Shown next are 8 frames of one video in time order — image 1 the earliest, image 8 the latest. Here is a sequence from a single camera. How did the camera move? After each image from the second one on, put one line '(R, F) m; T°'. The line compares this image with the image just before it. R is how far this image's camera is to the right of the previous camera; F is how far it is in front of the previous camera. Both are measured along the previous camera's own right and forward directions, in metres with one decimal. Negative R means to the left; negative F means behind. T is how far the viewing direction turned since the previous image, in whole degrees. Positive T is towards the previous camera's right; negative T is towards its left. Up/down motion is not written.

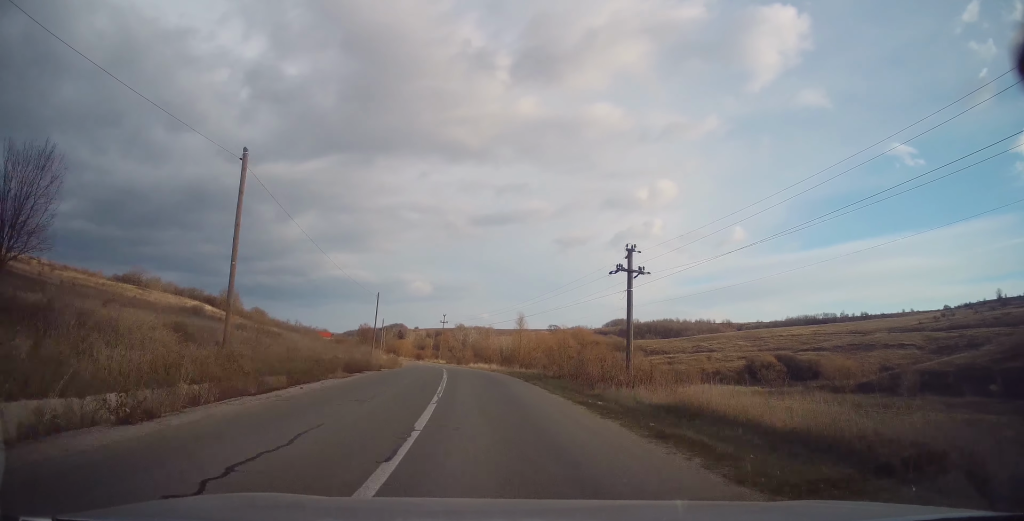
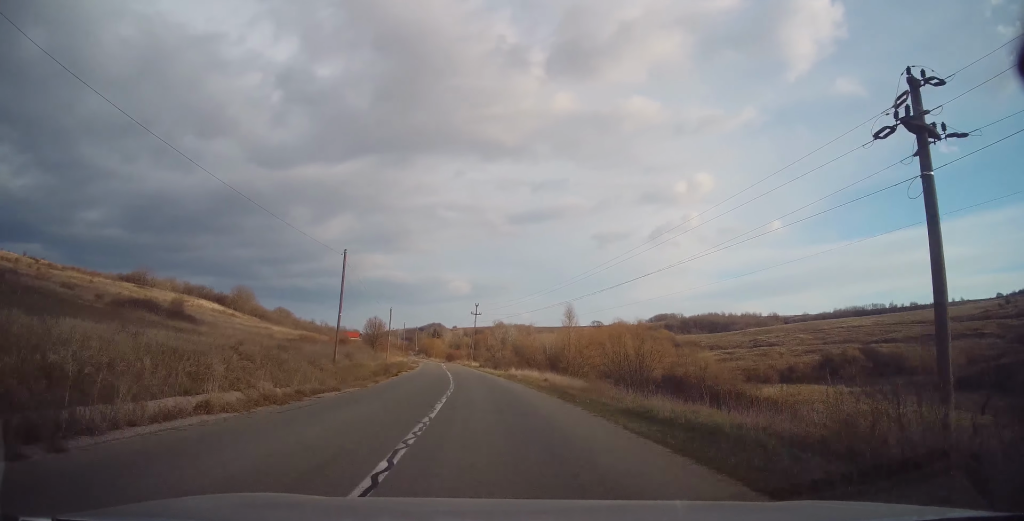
(-0.3, +23.7) m; -4°
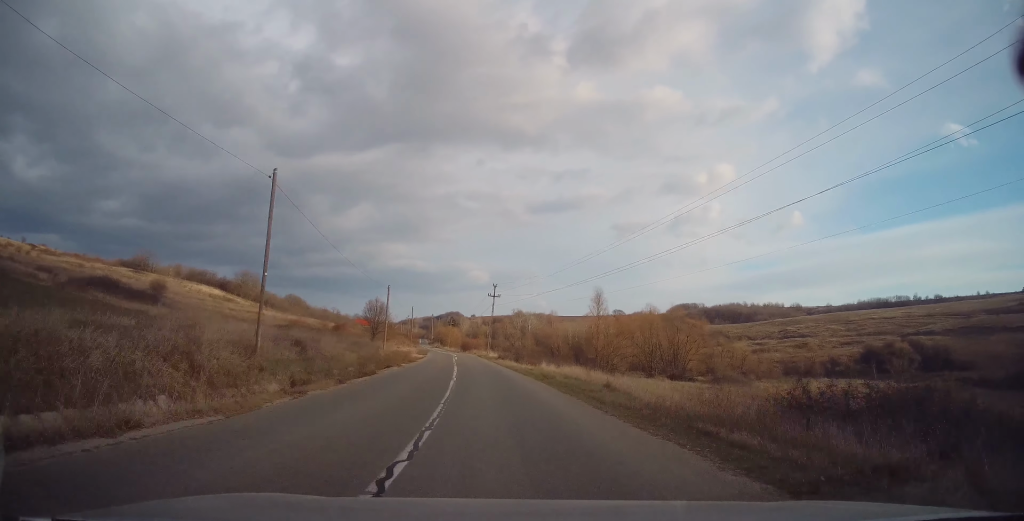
(-0.7, +12.1) m; -2°
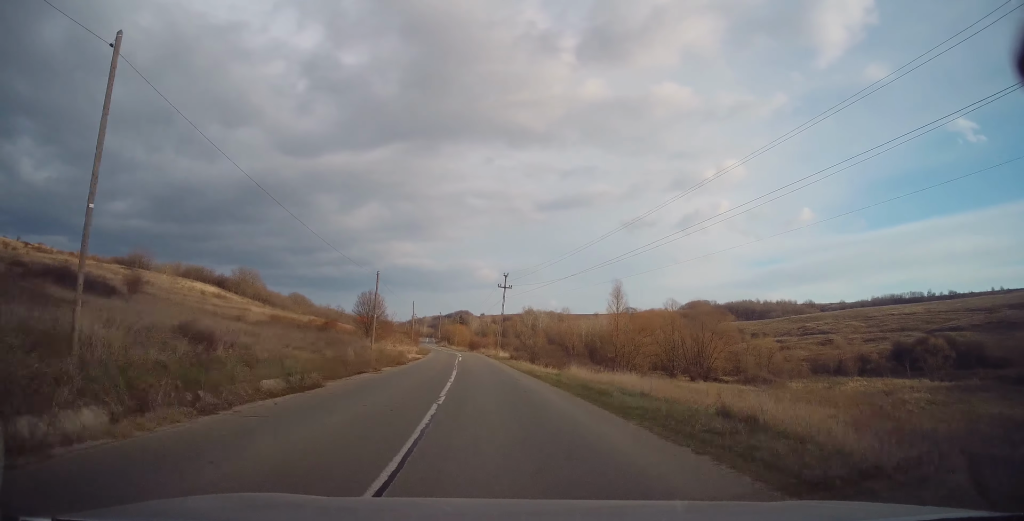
(0.0, +9.6) m; 0°
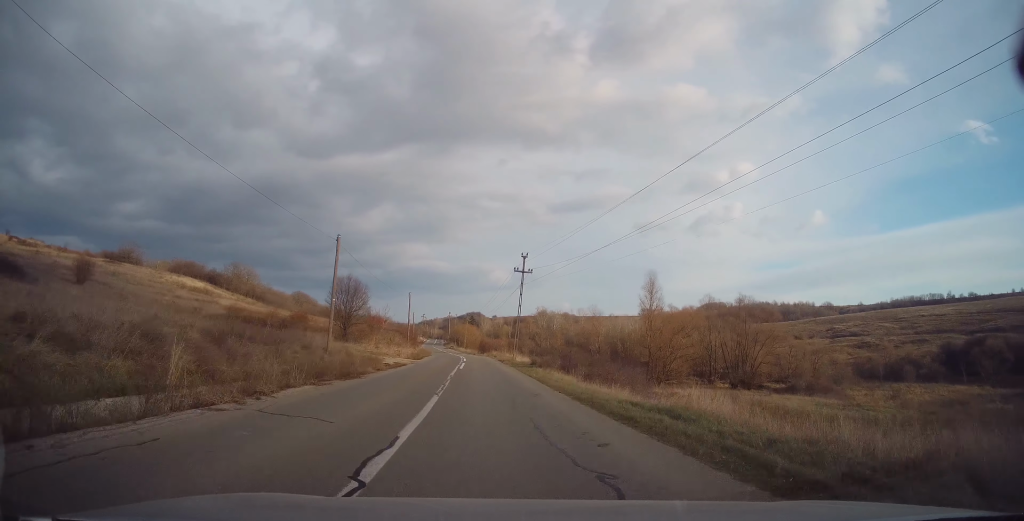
(0.0, +14.7) m; -1°
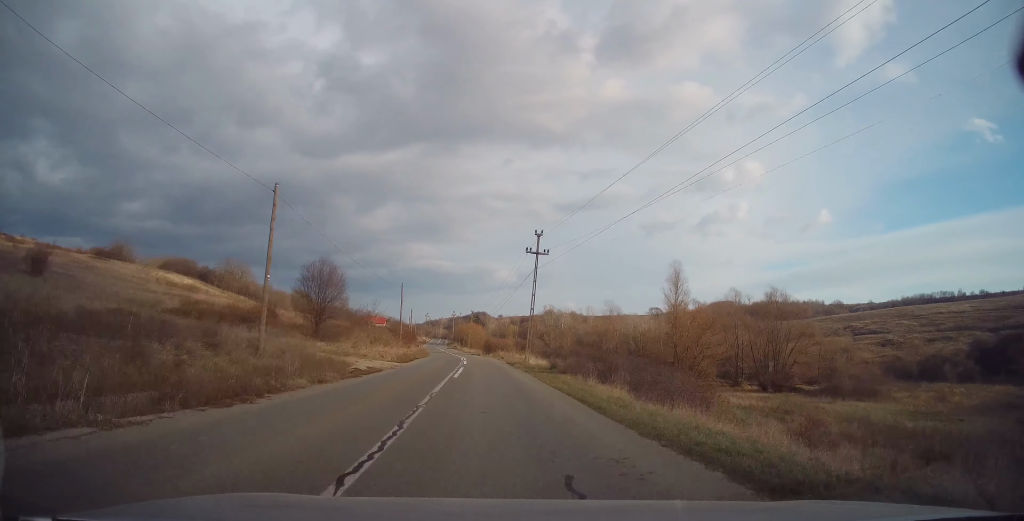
(0.0, +9.0) m; -1°
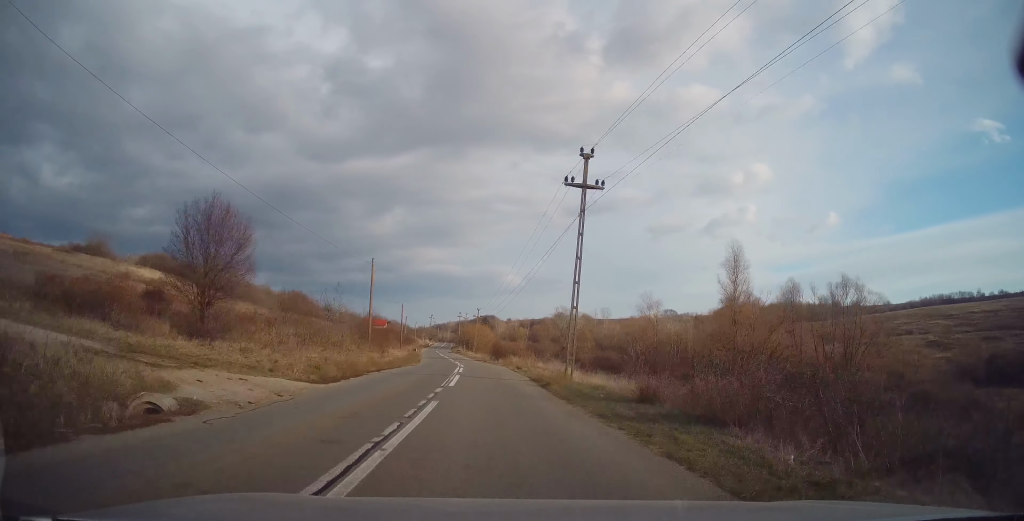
(-0.3, +16.8) m; -2°
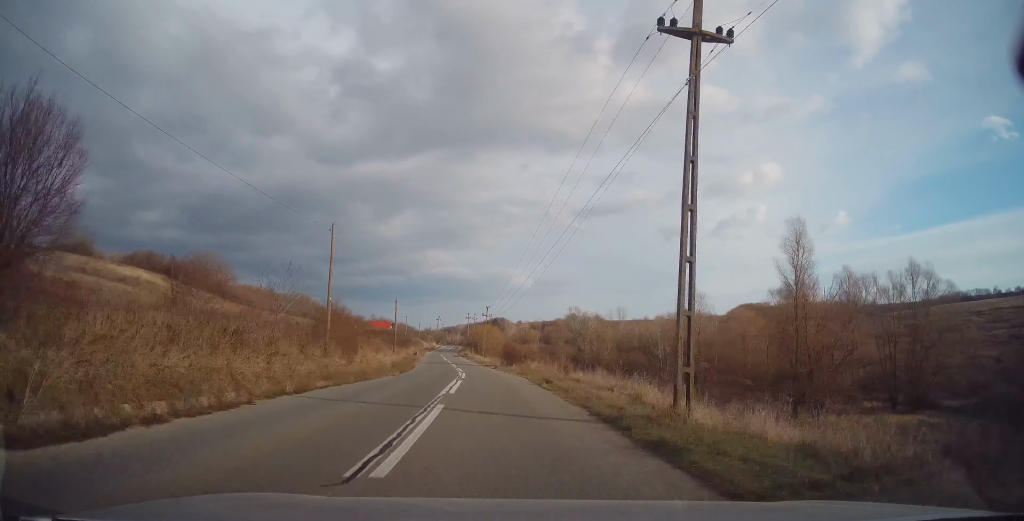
(-0.1, +11.8) m; -1°
